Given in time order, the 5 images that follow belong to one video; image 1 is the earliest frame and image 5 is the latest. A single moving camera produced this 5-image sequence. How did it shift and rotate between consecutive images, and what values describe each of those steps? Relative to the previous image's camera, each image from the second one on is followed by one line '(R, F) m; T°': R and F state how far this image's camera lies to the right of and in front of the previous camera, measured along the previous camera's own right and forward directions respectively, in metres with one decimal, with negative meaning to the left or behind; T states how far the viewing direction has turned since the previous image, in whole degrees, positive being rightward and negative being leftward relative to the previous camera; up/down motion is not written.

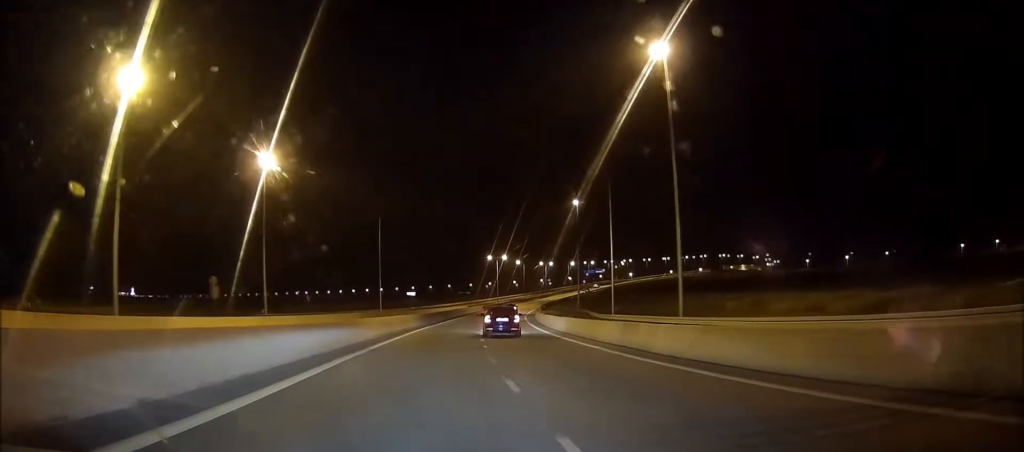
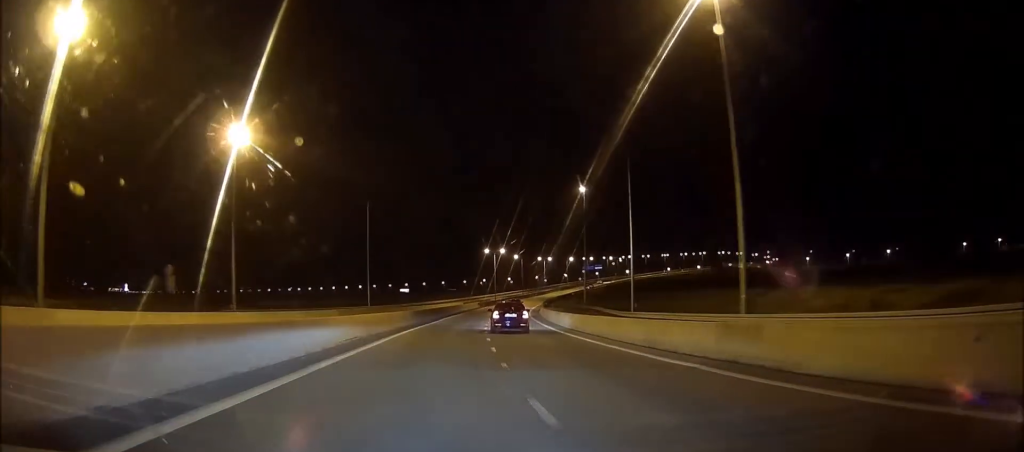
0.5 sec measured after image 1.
(+0.1, +9.5) m; +1°
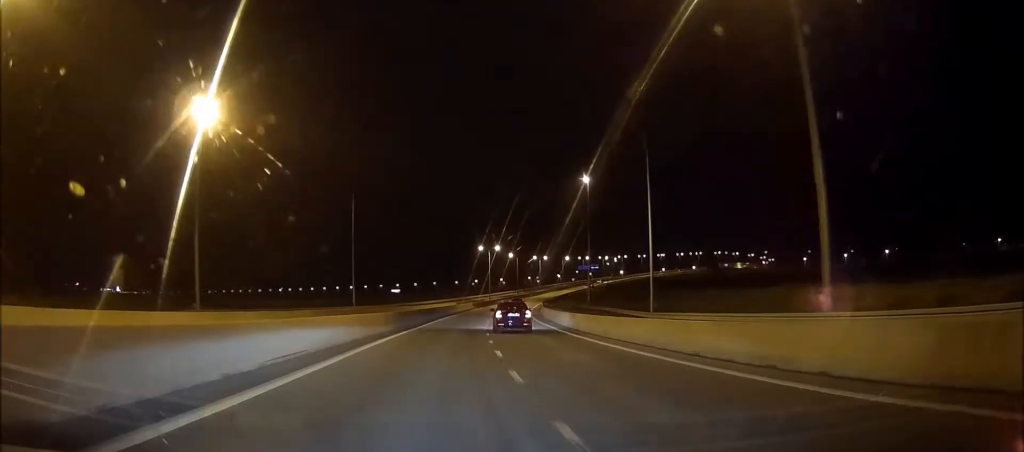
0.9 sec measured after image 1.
(+0.1, +8.3) m; +1°
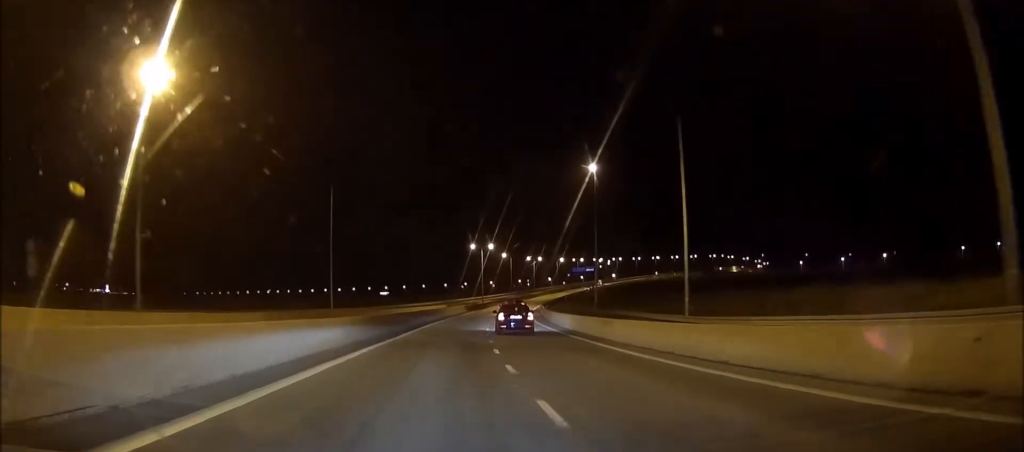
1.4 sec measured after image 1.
(0.0, +10.4) m; +1°
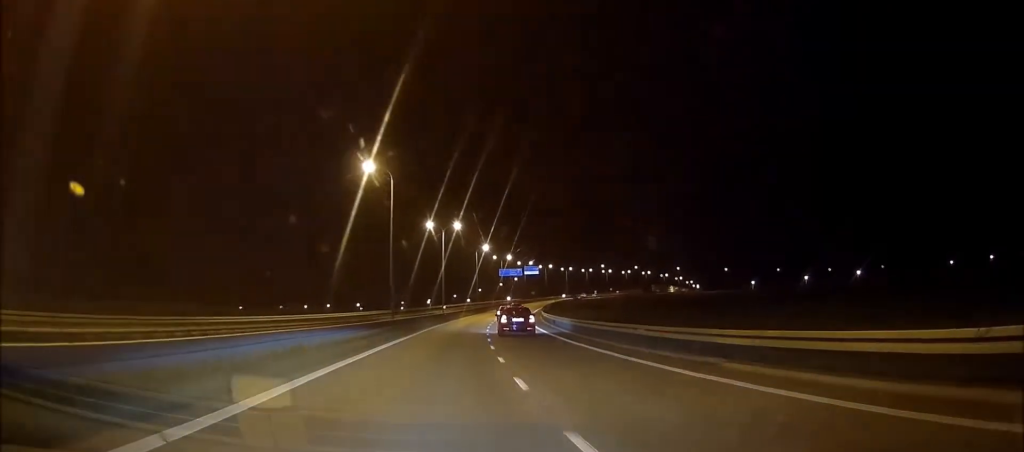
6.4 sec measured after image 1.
(+13.0, +118.9) m; +11°
